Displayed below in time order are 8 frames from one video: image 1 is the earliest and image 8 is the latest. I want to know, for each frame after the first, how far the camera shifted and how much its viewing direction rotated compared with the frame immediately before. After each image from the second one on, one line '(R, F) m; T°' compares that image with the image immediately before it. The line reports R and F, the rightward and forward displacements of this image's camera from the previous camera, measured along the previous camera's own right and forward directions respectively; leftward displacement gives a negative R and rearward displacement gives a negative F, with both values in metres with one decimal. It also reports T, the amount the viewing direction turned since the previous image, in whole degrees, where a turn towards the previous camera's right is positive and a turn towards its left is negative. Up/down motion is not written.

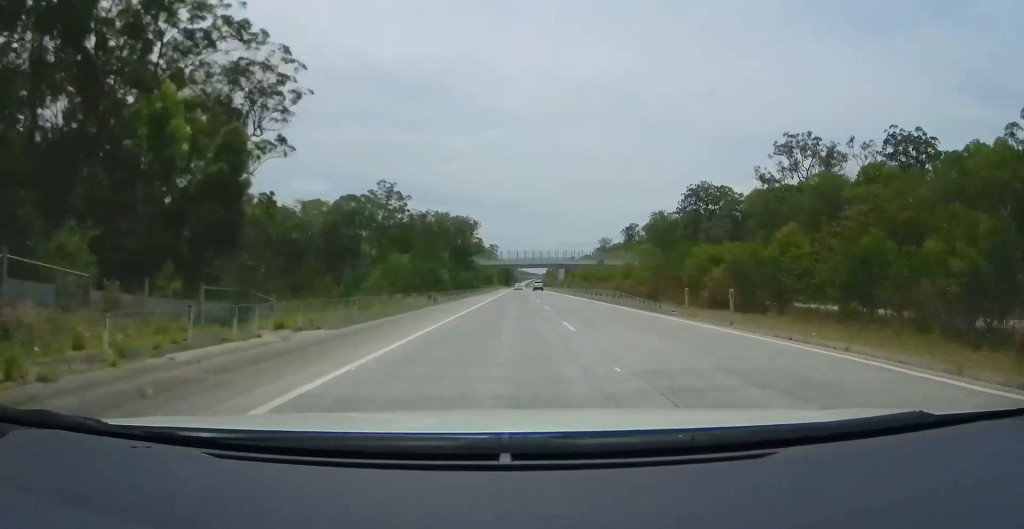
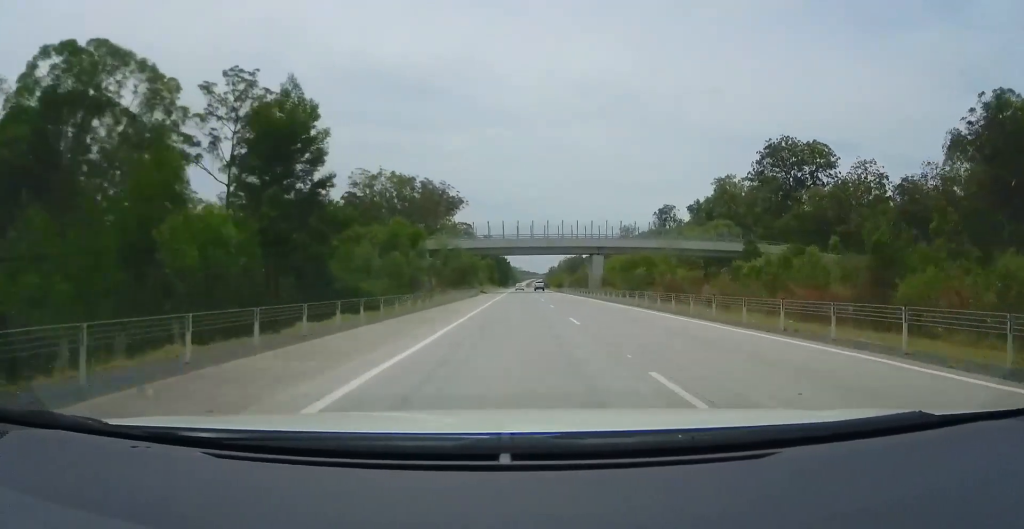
(+0.6, +69.4) m; -2°
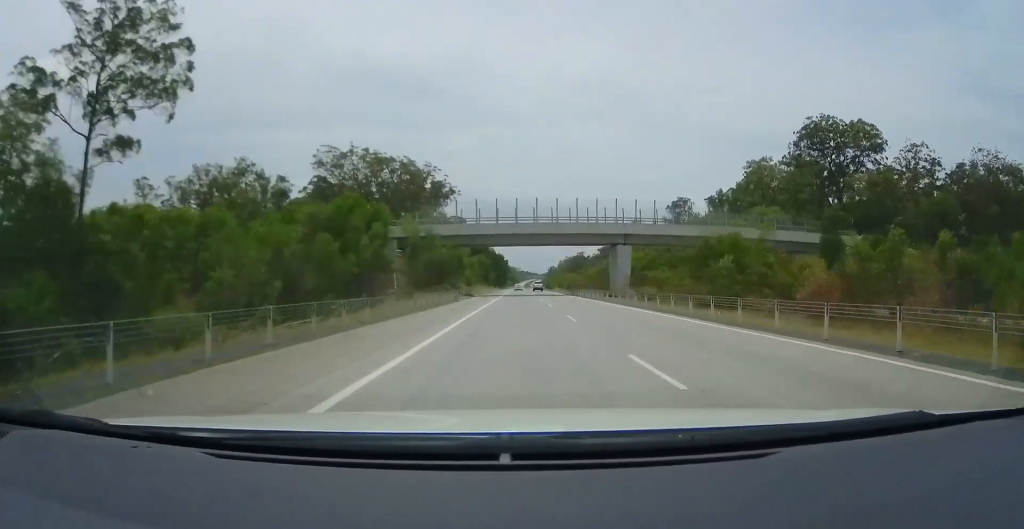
(-0.6, +21.7) m; -1°
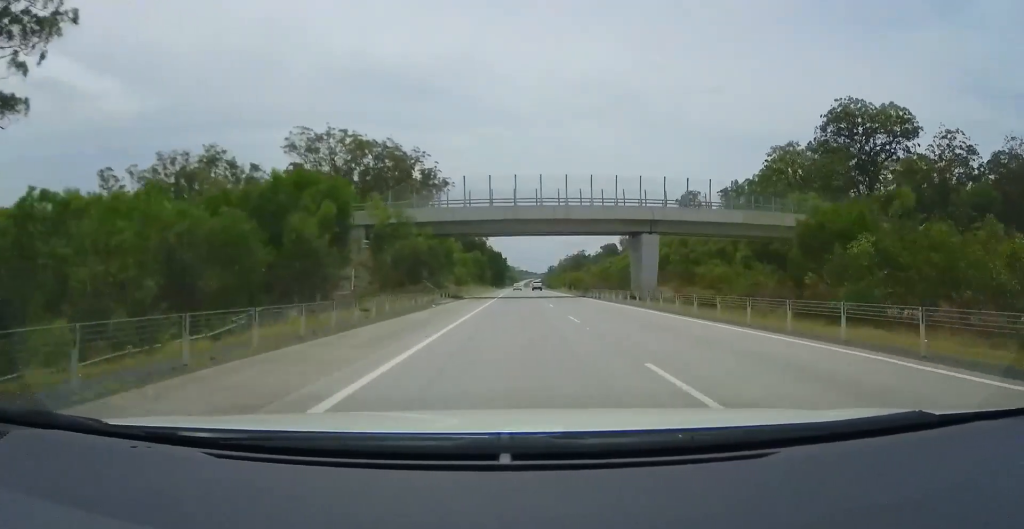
(-0.2, +13.2) m; 0°
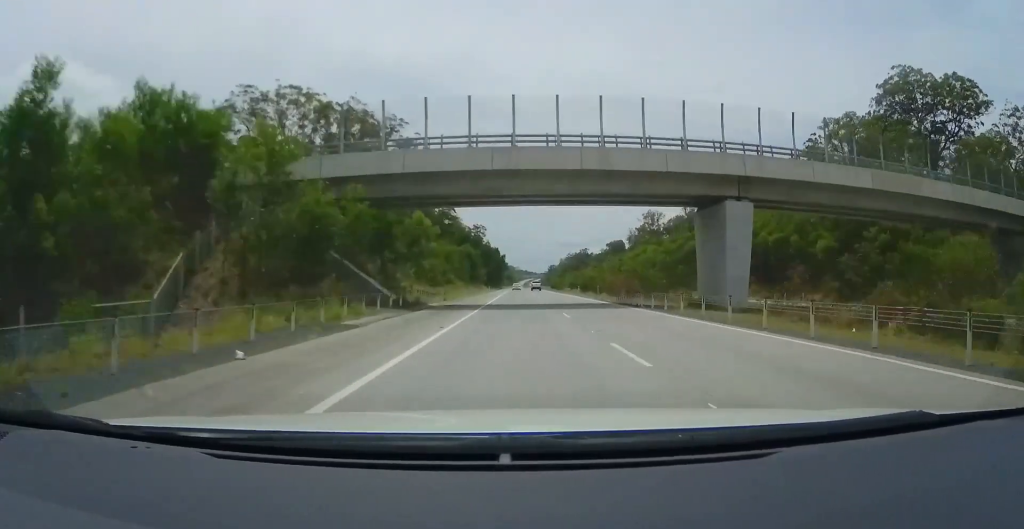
(+0.4, +20.5) m; +1°
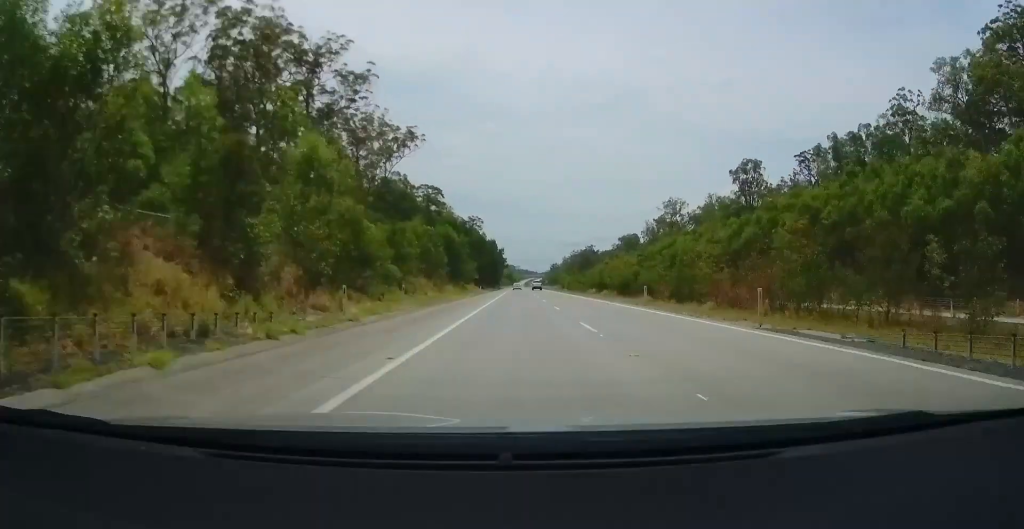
(0.0, +30.3) m; 0°
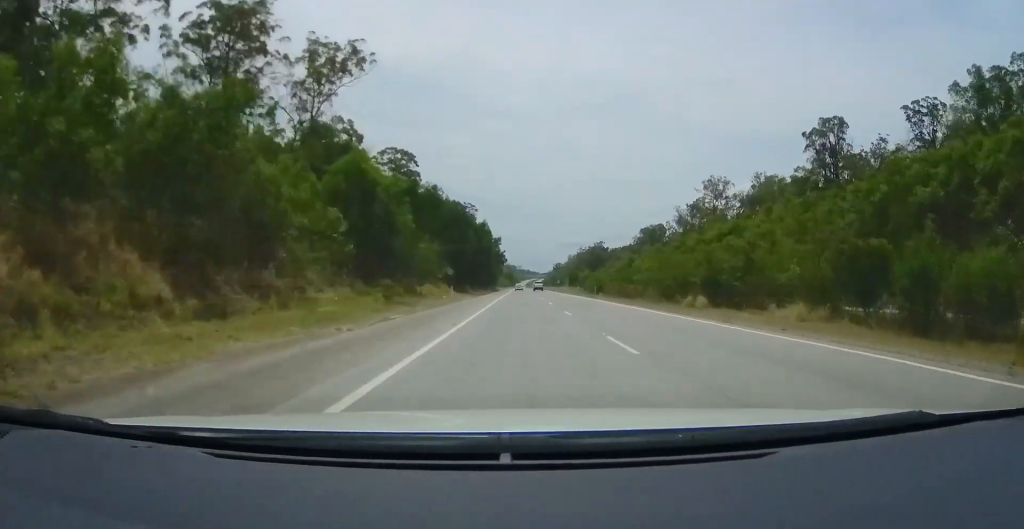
(+0.1, +41.0) m; +1°
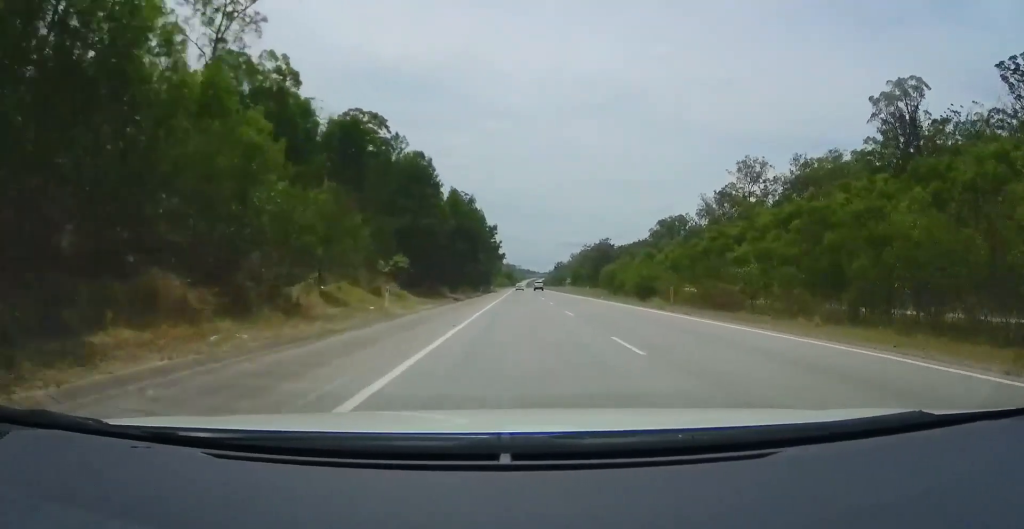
(+0.4, +24.0) m; 0°
